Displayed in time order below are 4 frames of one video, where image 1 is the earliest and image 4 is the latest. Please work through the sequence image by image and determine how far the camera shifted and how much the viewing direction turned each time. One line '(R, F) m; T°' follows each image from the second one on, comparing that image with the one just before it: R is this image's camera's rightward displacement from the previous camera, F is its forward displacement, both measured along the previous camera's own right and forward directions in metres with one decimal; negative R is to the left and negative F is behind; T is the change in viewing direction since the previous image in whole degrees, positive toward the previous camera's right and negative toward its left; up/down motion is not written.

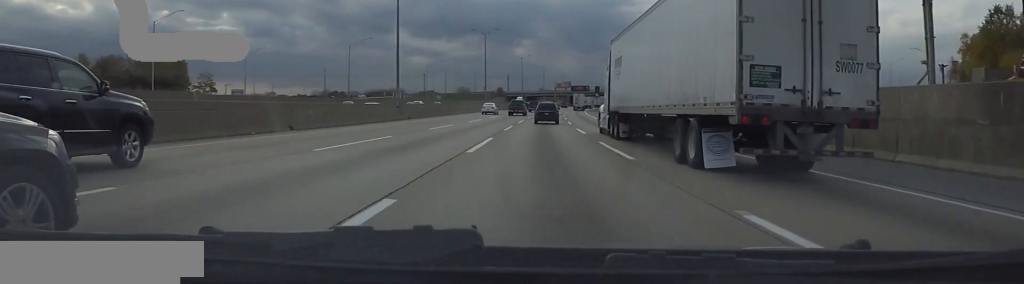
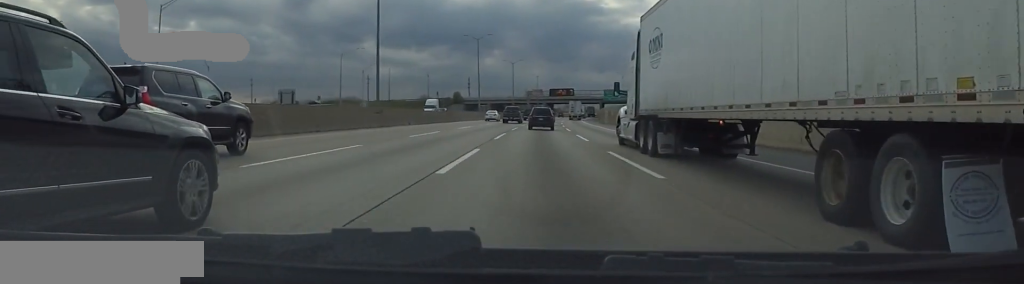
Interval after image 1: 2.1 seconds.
(+2.8, +65.2) m; +3°
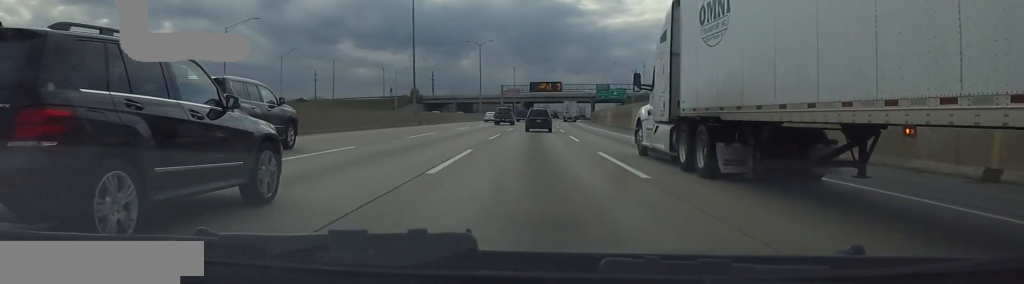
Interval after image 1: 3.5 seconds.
(+1.1, +45.3) m; +3°
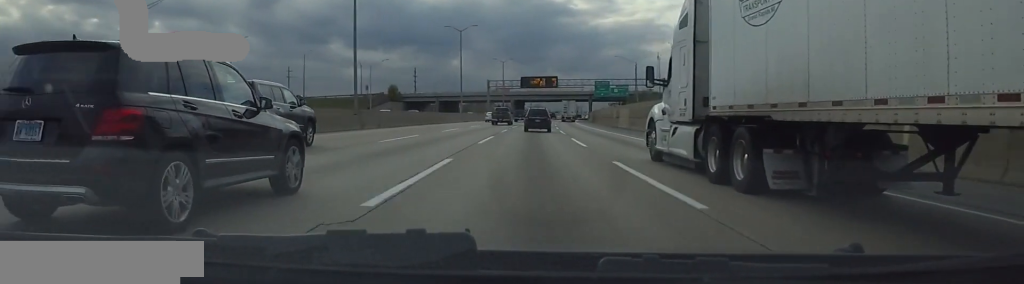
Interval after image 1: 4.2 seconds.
(-0.1, +19.8) m; 0°
